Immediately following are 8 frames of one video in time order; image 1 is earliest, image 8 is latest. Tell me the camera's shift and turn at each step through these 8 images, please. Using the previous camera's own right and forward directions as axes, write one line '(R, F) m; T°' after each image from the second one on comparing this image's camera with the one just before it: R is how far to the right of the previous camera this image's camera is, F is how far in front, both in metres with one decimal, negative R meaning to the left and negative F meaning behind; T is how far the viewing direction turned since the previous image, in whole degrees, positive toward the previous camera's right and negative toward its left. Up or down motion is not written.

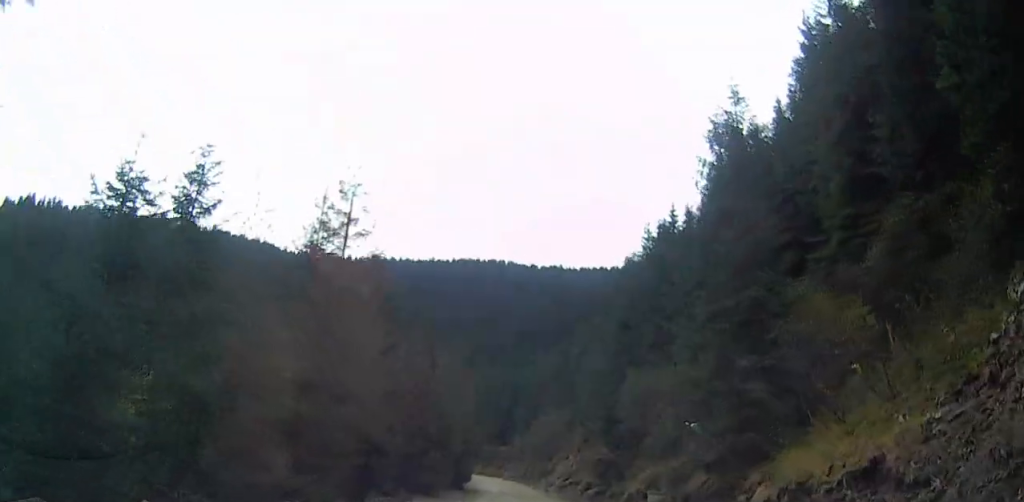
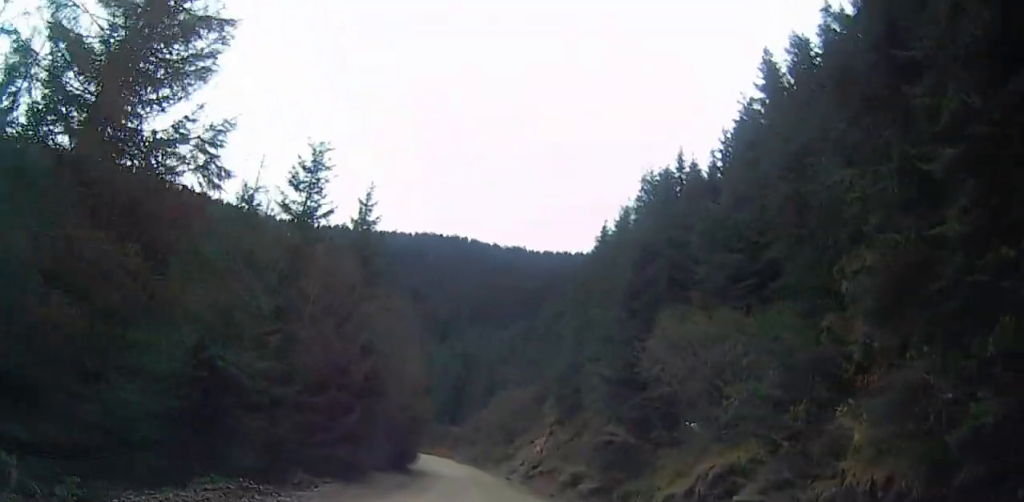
(+0.7, +11.0) m; +9°
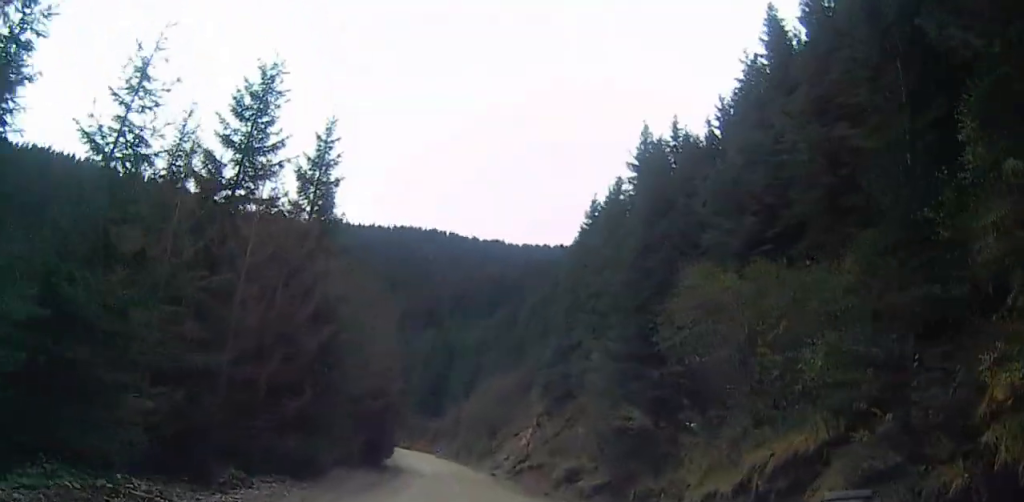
(+0.1, +4.2) m; +1°
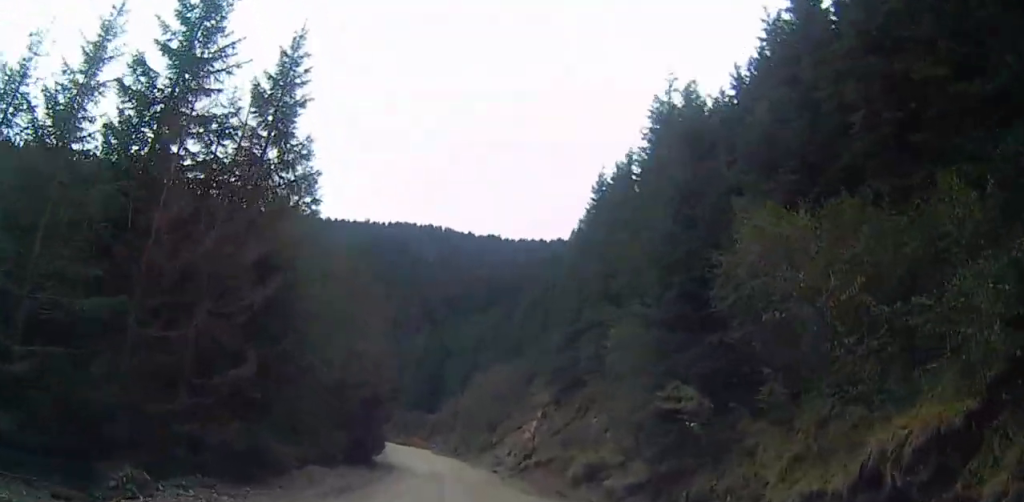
(+0.3, +4.4) m; -1°
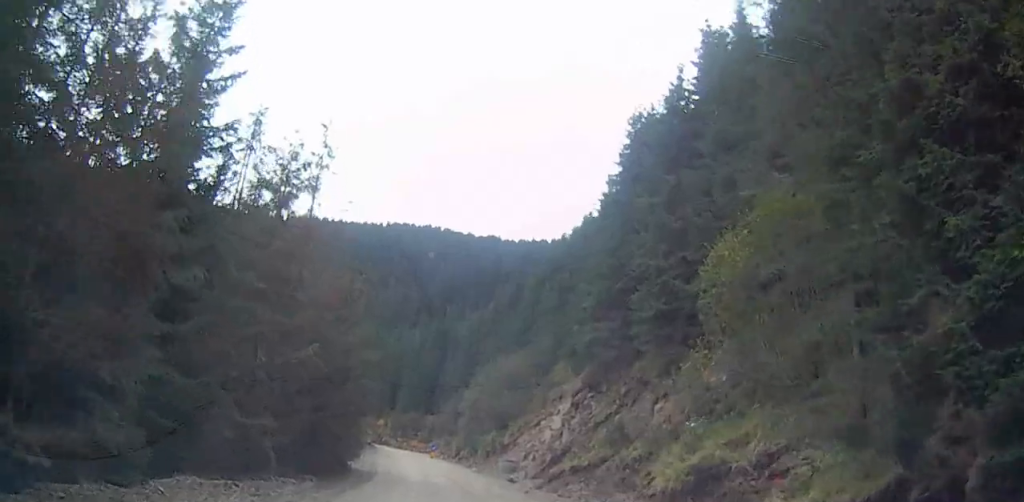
(-0.4, +10.9) m; 0°
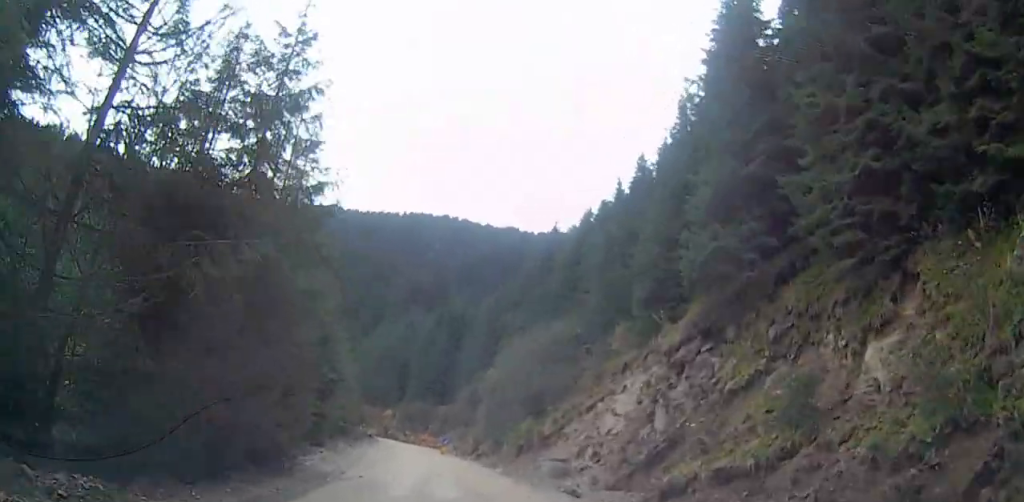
(+0.7, +14.3) m; +4°
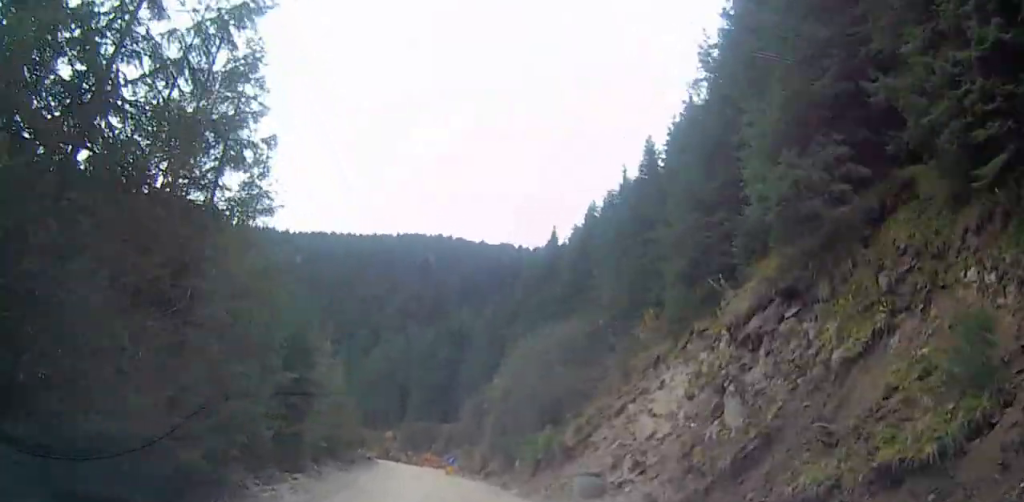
(0.0, +6.0) m; -3°
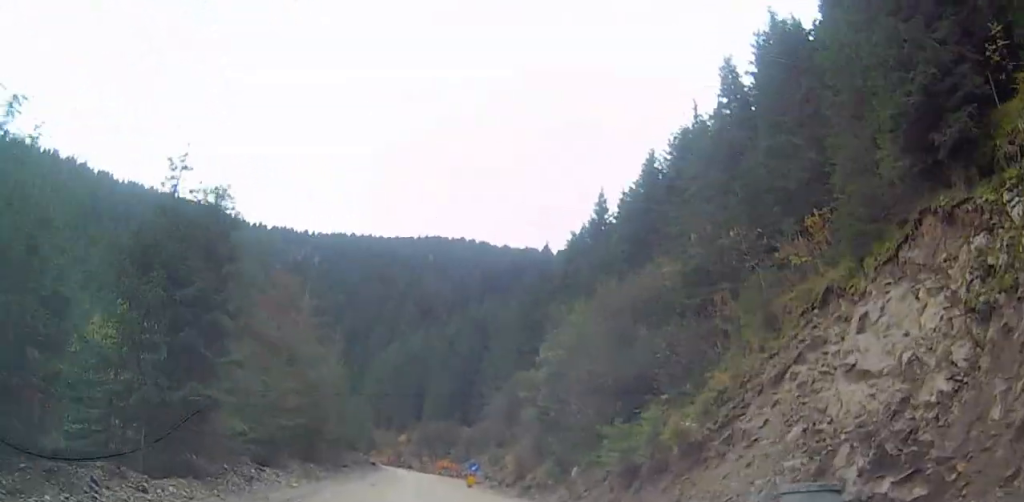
(-1.1, +13.8) m; -3°
